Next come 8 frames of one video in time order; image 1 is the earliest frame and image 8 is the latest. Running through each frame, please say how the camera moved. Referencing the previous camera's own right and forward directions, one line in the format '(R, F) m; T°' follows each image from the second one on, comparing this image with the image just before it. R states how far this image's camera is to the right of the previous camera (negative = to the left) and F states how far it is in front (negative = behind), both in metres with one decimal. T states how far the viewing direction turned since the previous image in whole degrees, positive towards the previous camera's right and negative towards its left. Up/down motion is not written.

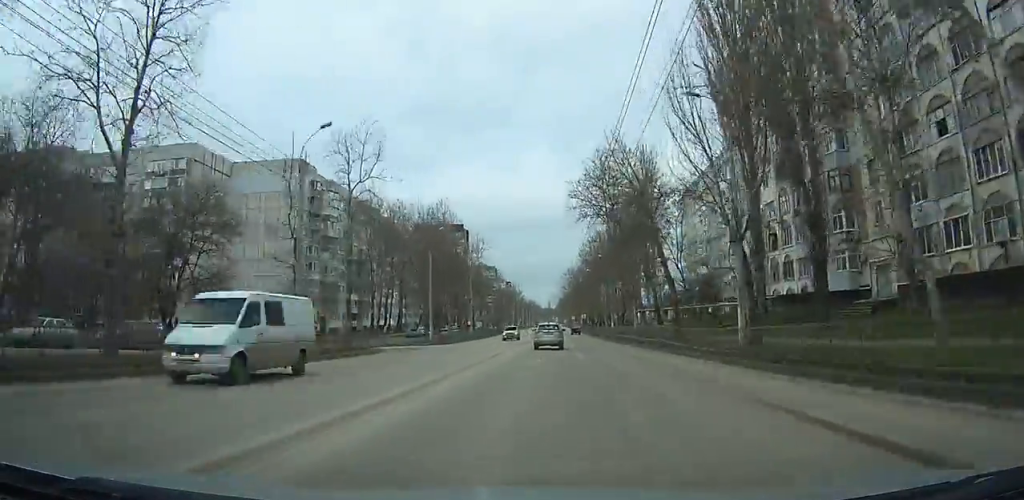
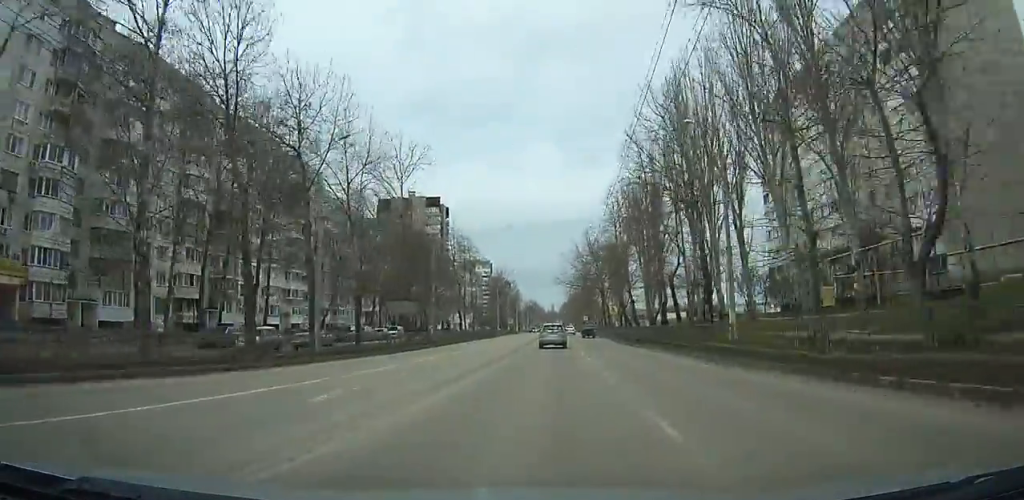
(+8.9, +59.1) m; +6°
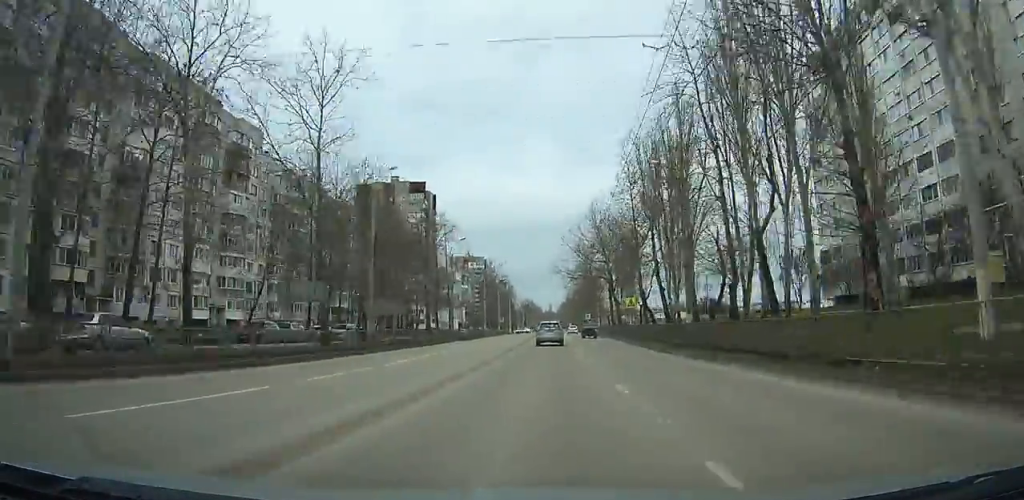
(-1.2, +19.8) m; -4°
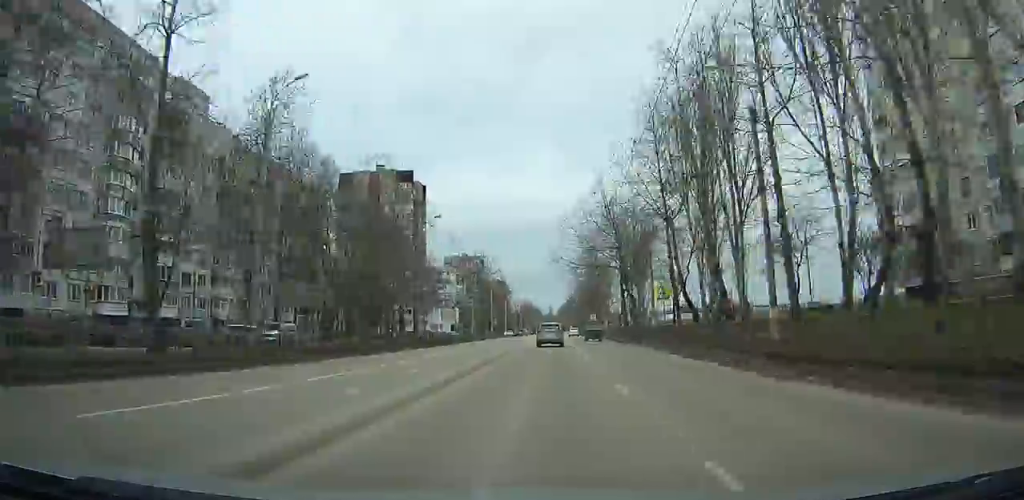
(-0.2, +16.2) m; 0°
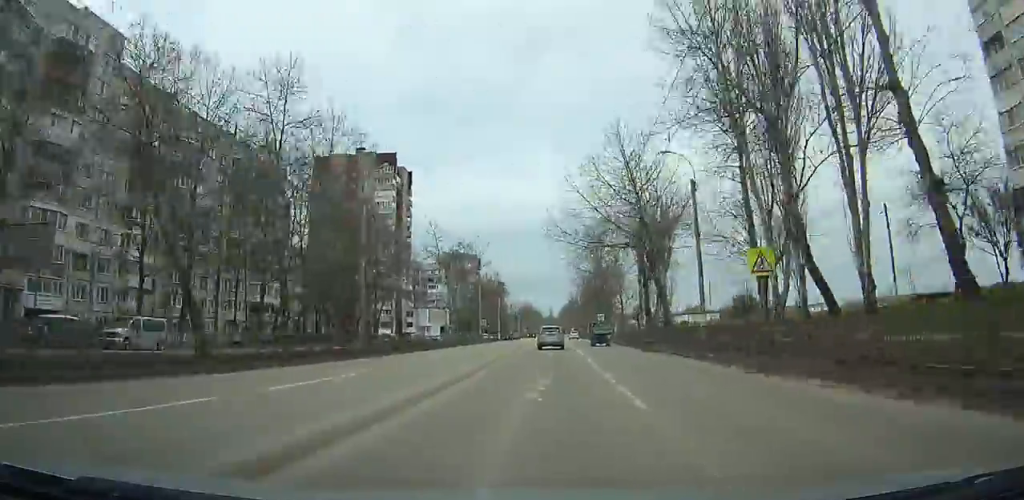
(-0.2, +18.5) m; 0°
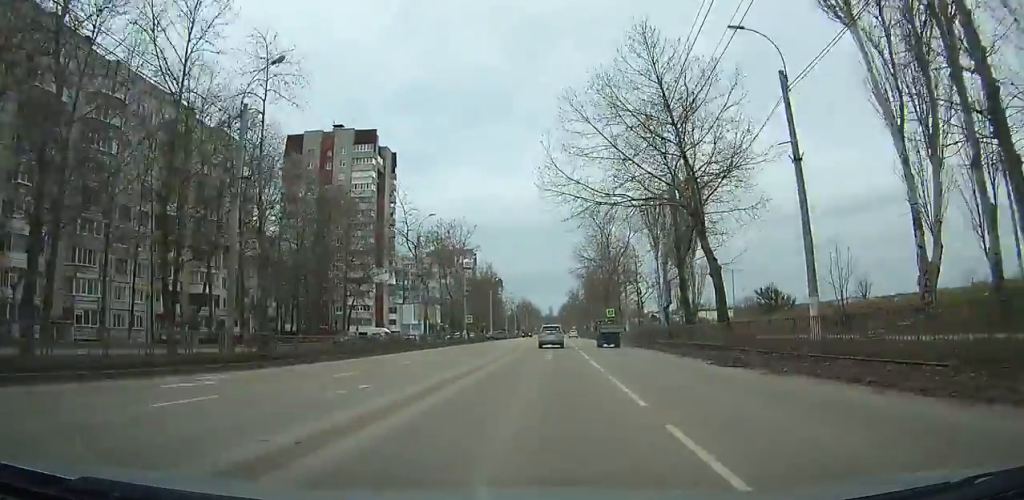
(+0.1, +16.3) m; 0°
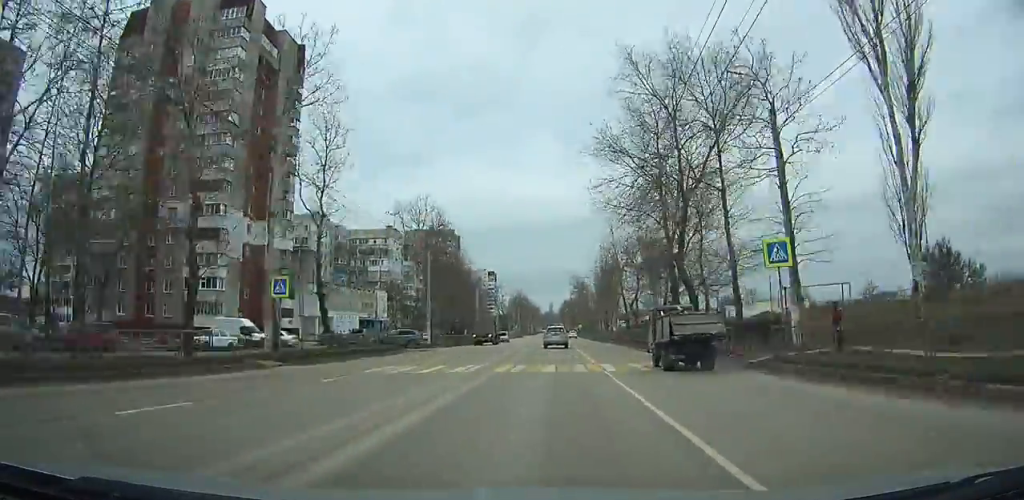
(-0.1, +57.0) m; -2°
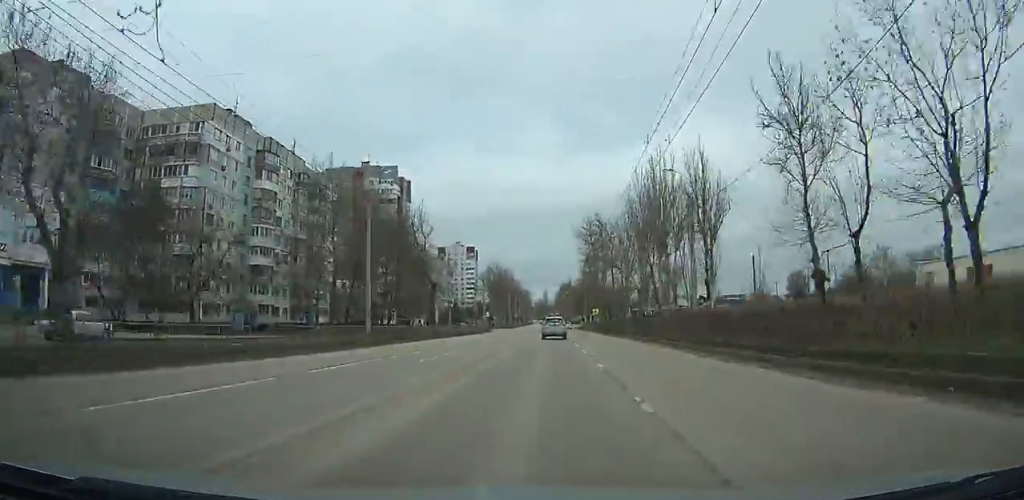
(-5.1, +83.1) m; +3°
